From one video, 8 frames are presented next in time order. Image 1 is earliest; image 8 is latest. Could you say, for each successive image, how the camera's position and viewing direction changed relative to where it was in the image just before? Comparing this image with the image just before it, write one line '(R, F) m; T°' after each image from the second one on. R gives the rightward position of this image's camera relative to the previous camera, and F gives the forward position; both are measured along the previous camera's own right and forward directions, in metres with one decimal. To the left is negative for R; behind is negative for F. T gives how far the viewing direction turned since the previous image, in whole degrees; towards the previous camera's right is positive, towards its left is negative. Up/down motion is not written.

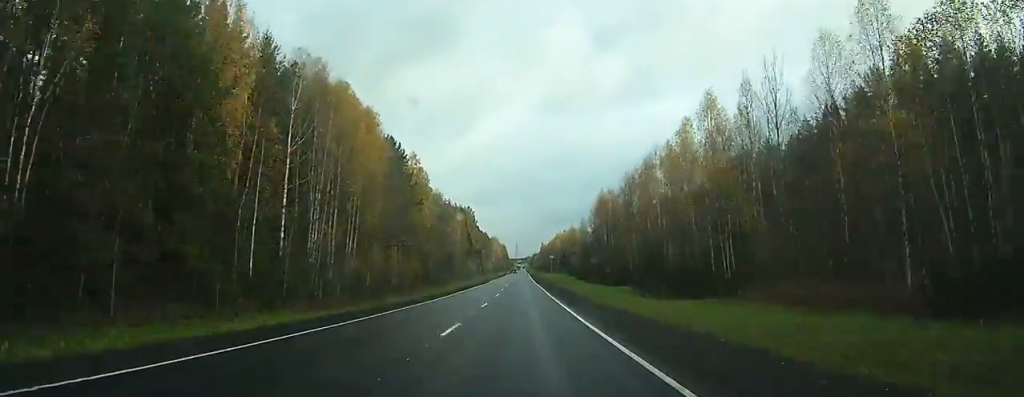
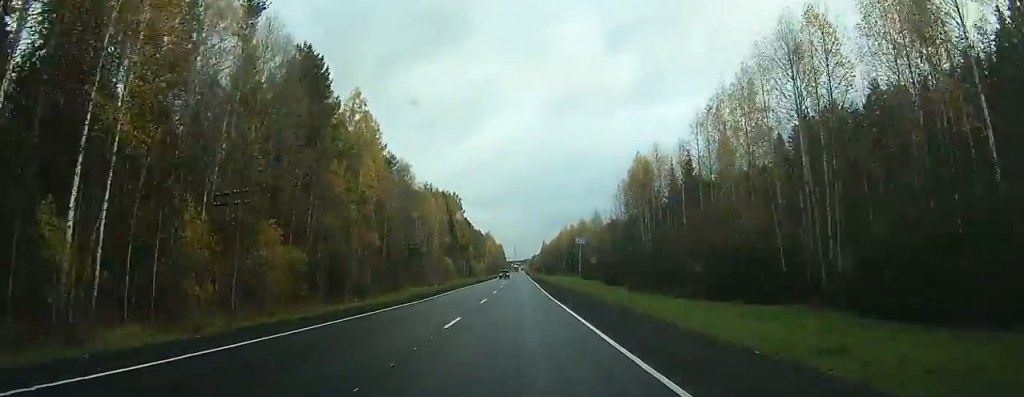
(-0.2, +47.0) m; 0°
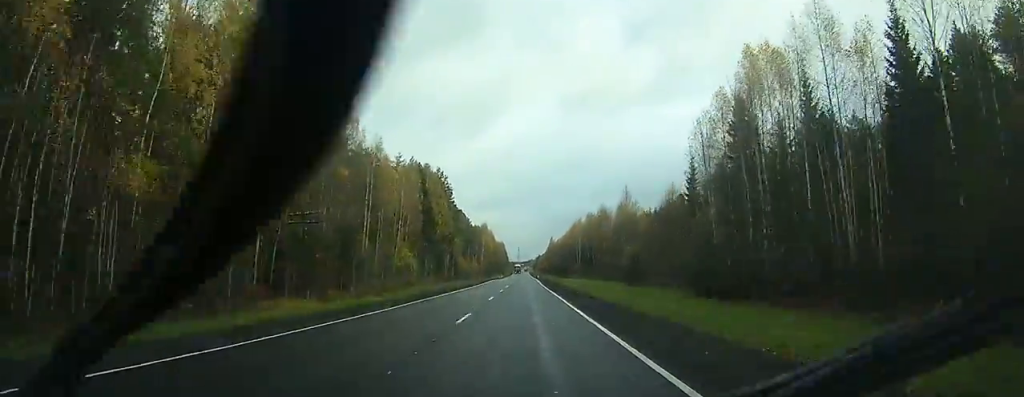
(-0.1, +46.9) m; 0°
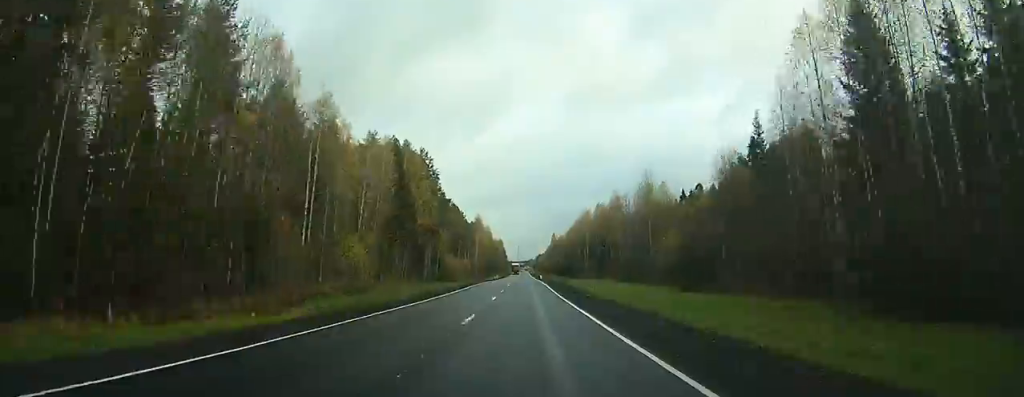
(0.0, +24.2) m; 0°
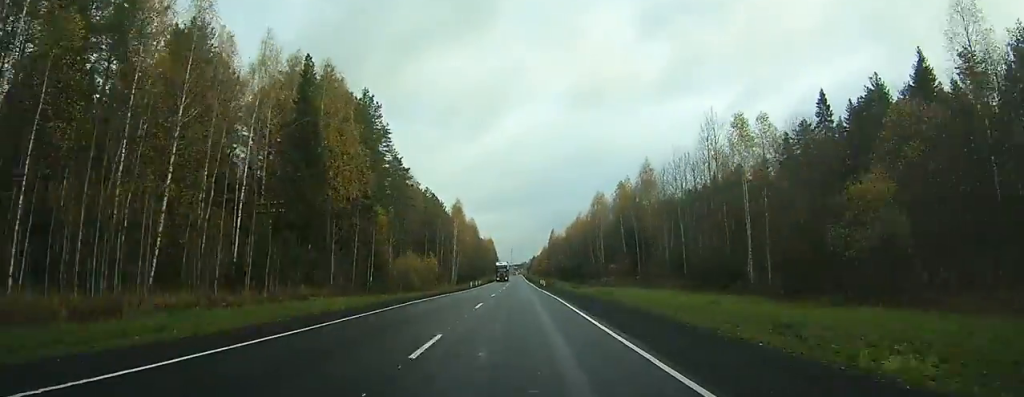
(0.0, +42.4) m; 0°
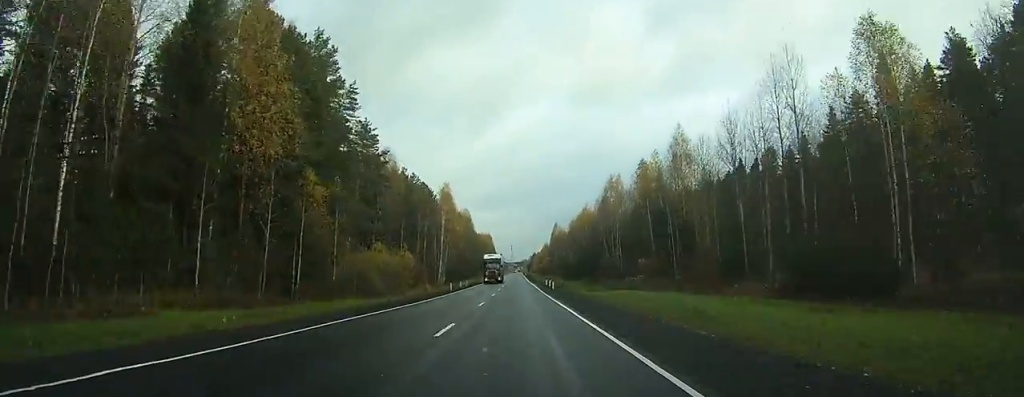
(0.0, +21.2) m; 0°
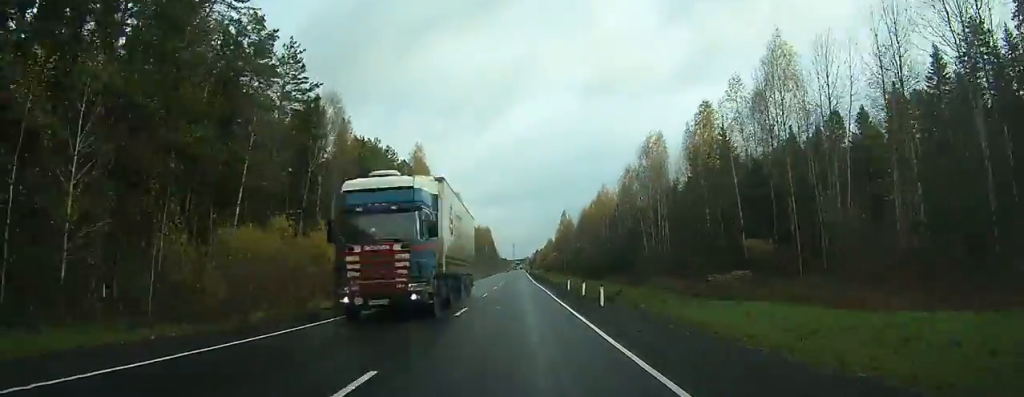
(-0.1, +32.0) m; 0°
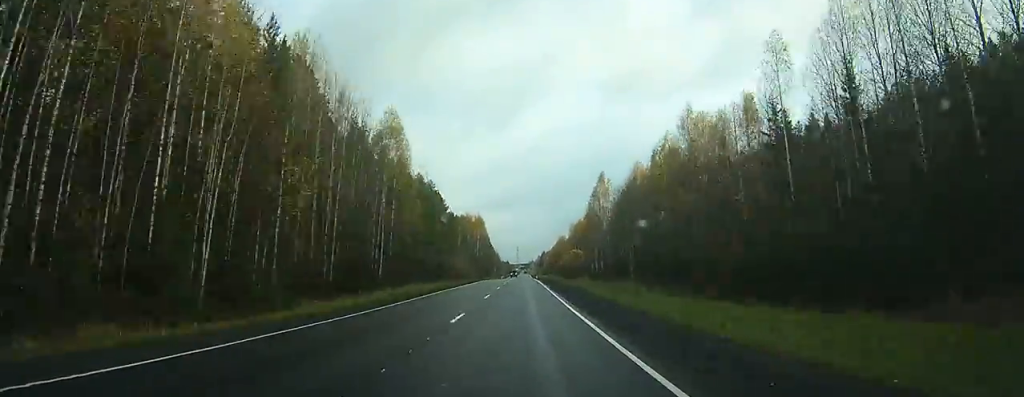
(-0.1, +74.7) m; 0°
